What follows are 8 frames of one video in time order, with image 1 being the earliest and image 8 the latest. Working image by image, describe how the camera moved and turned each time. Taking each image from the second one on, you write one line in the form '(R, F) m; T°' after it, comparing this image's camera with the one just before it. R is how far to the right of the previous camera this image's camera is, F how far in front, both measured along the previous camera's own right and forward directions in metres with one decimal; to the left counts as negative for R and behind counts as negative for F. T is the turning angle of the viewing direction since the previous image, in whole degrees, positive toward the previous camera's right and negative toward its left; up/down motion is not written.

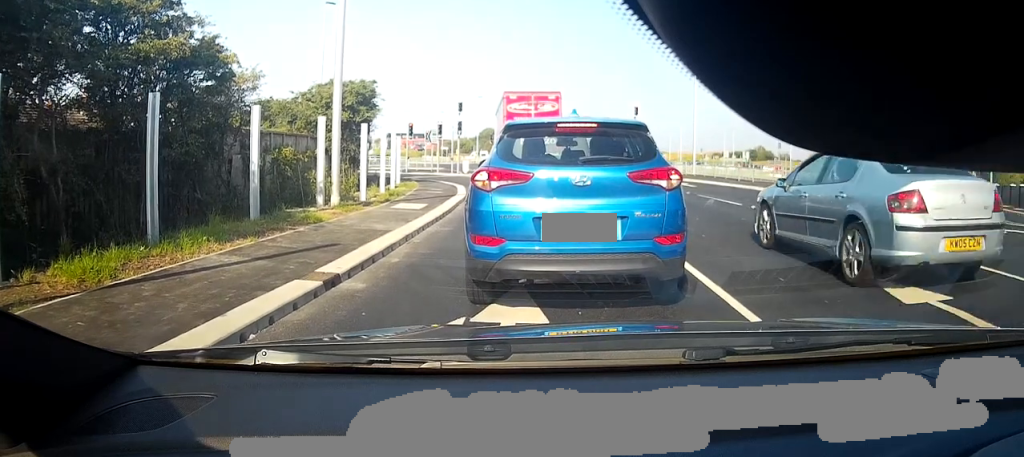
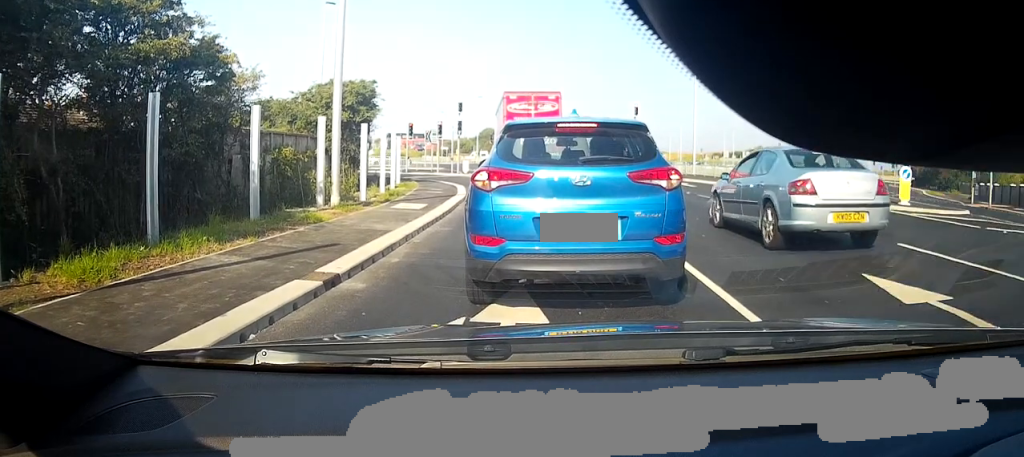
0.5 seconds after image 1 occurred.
(0.0, 0.0) m; 0°
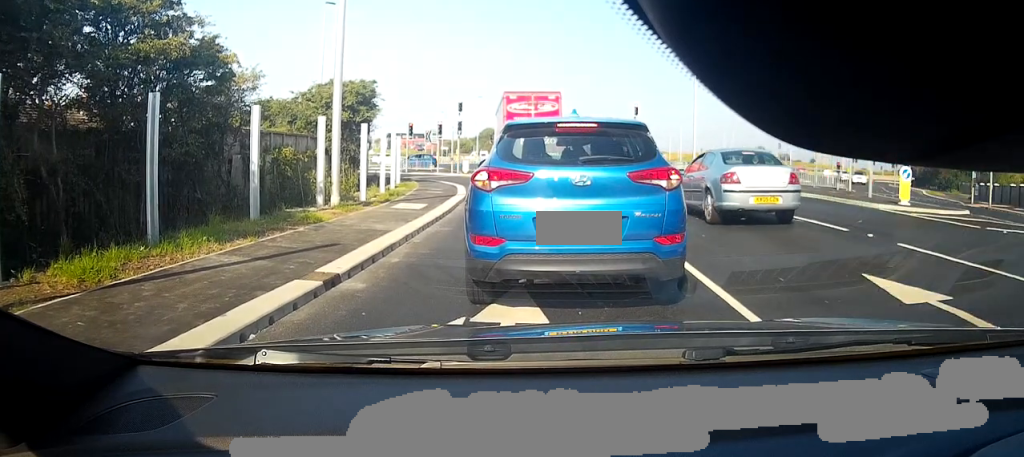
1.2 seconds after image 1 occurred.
(0.0, 0.0) m; 0°
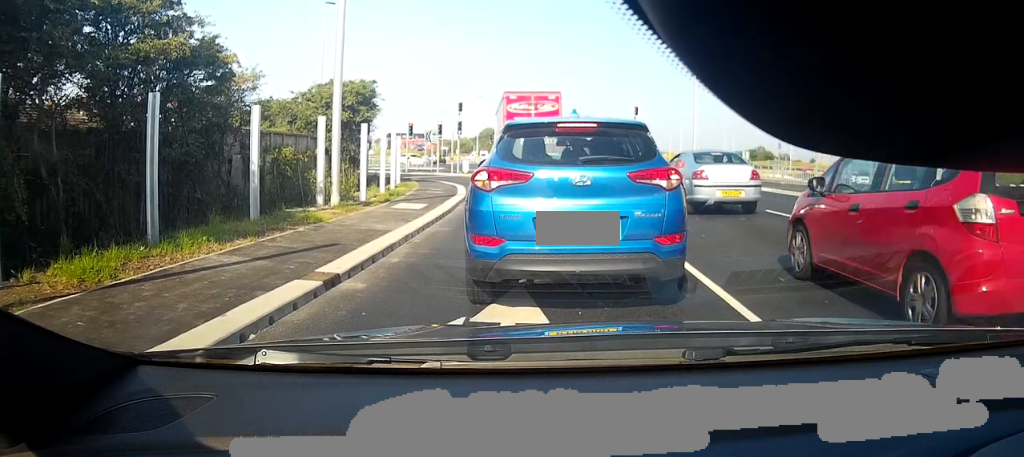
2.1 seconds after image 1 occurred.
(0.0, 0.0) m; 0°
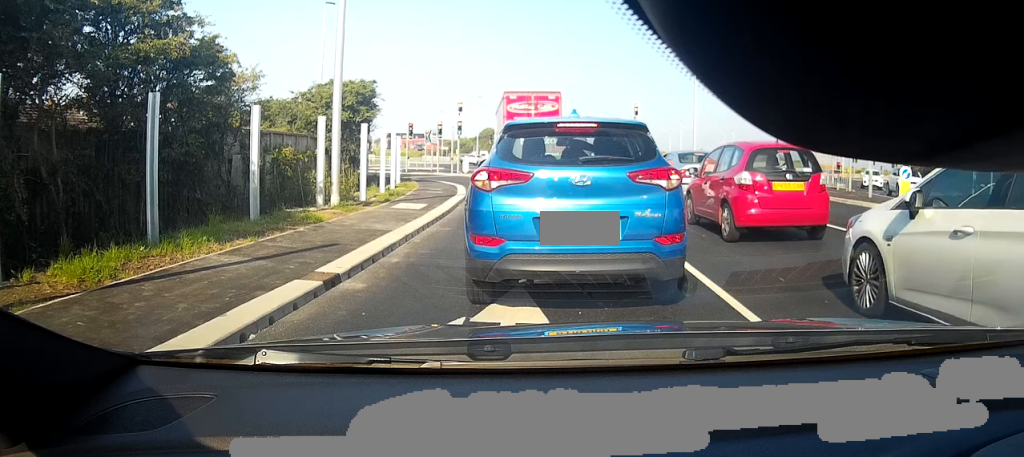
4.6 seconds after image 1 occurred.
(0.0, 0.0) m; 0°
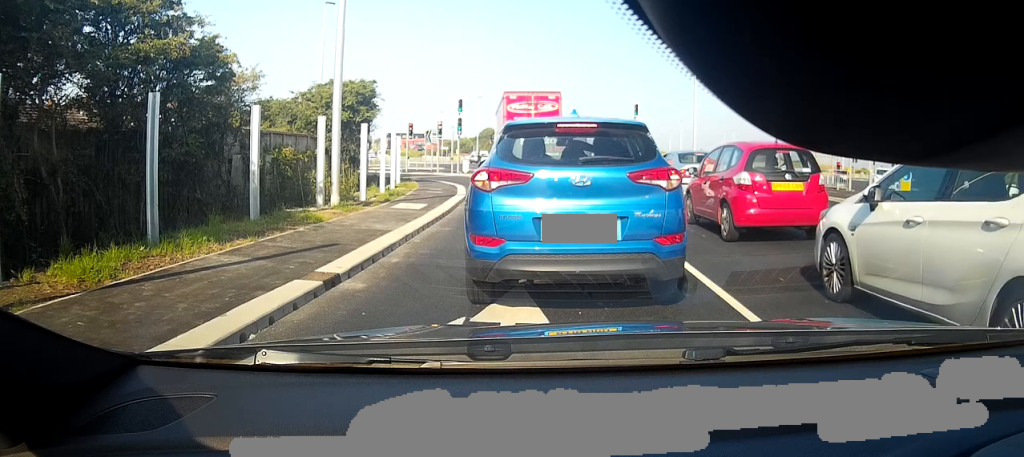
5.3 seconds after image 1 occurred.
(0.0, 0.0) m; 0°
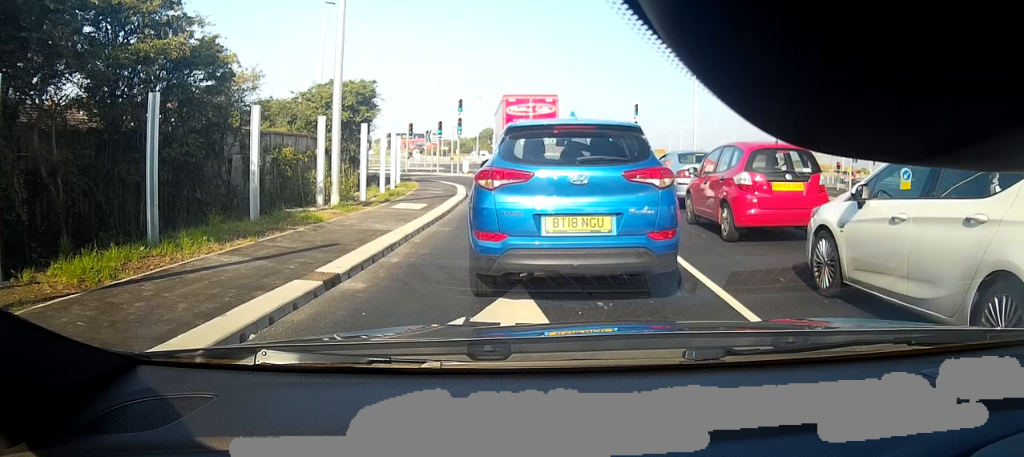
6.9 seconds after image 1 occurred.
(0.0, 0.0) m; 0°
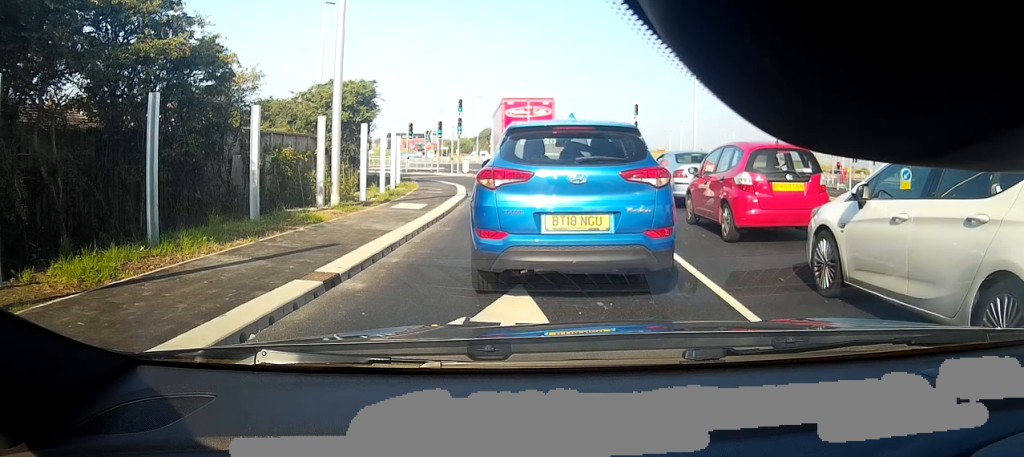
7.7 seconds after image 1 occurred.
(0.0, 0.0) m; 0°
